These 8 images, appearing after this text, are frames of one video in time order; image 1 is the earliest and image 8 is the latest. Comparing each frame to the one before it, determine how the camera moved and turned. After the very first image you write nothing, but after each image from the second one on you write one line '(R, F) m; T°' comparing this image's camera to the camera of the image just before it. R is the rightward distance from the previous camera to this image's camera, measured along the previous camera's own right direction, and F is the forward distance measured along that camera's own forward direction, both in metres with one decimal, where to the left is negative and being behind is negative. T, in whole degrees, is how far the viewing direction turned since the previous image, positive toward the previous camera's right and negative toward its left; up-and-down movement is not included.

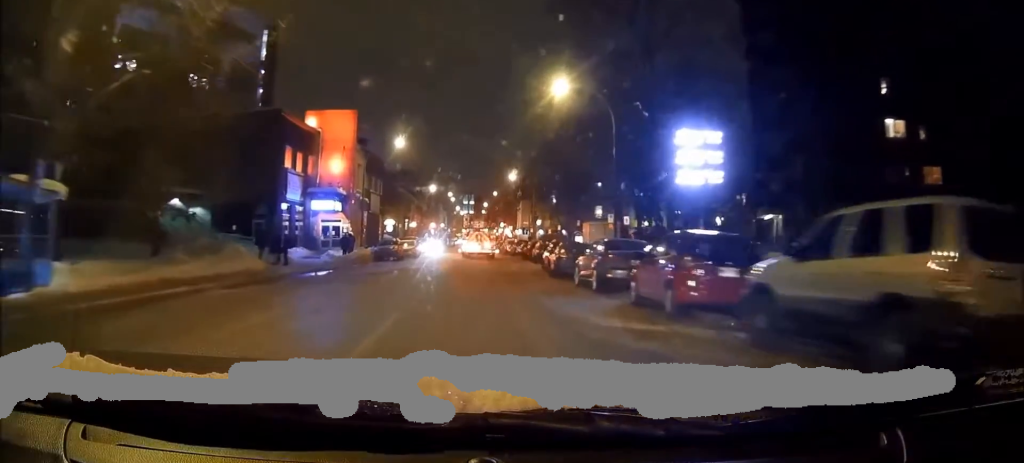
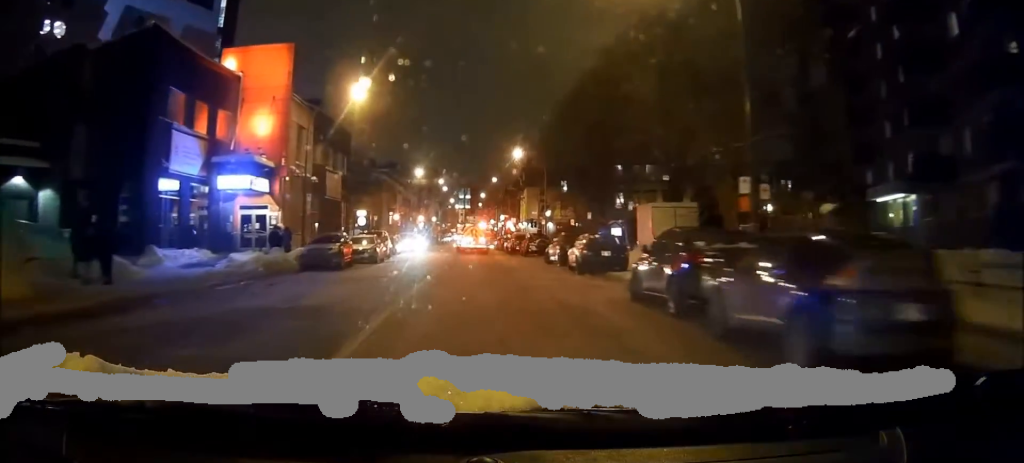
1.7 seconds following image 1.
(+0.1, +19.8) m; +1°
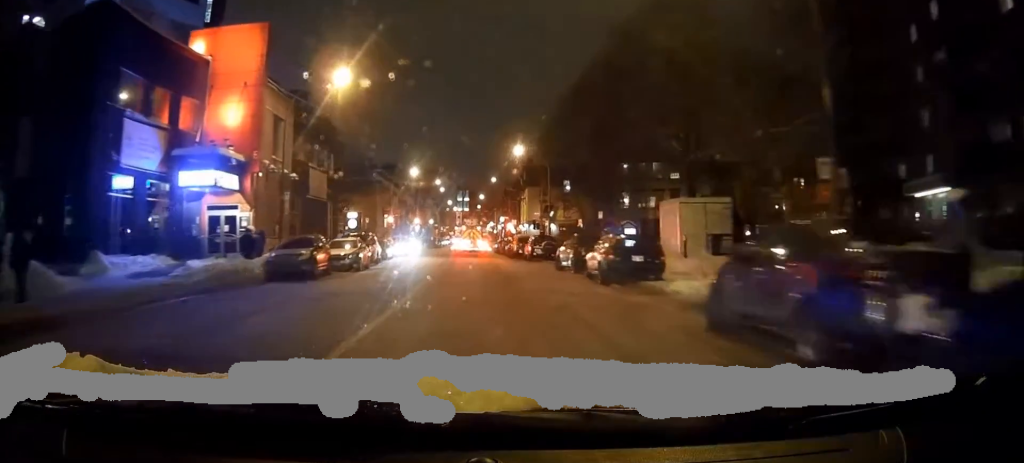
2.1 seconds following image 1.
(0.0, +4.9) m; 0°
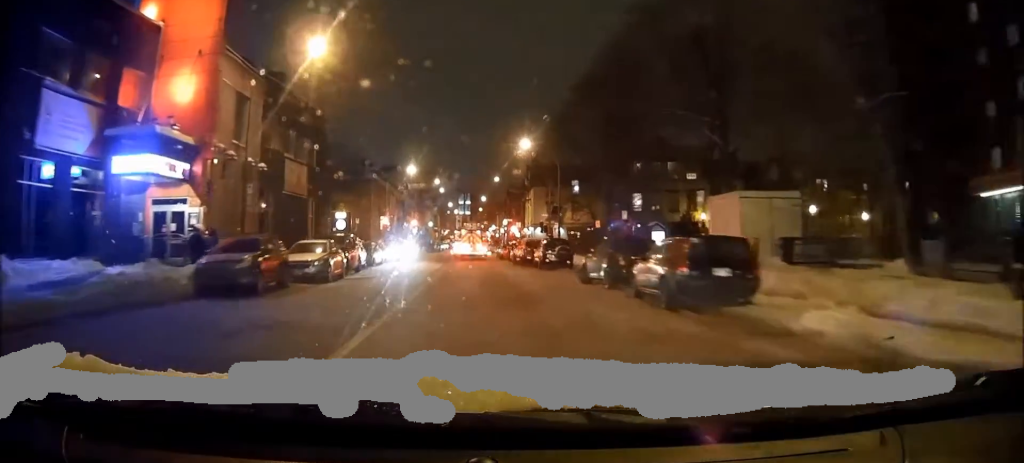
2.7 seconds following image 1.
(-0.1, +6.7) m; 0°
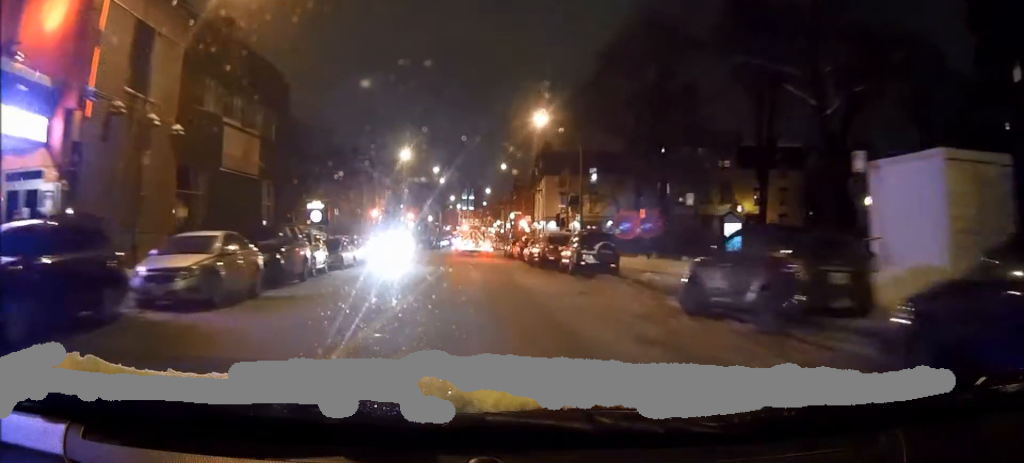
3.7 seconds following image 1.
(0.0, +10.9) m; 0°
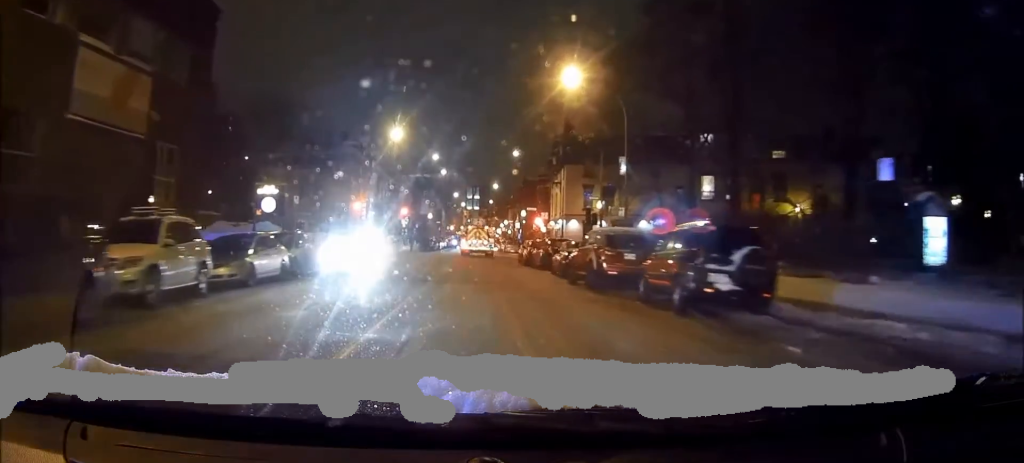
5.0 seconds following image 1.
(-0.1, +12.9) m; -1°
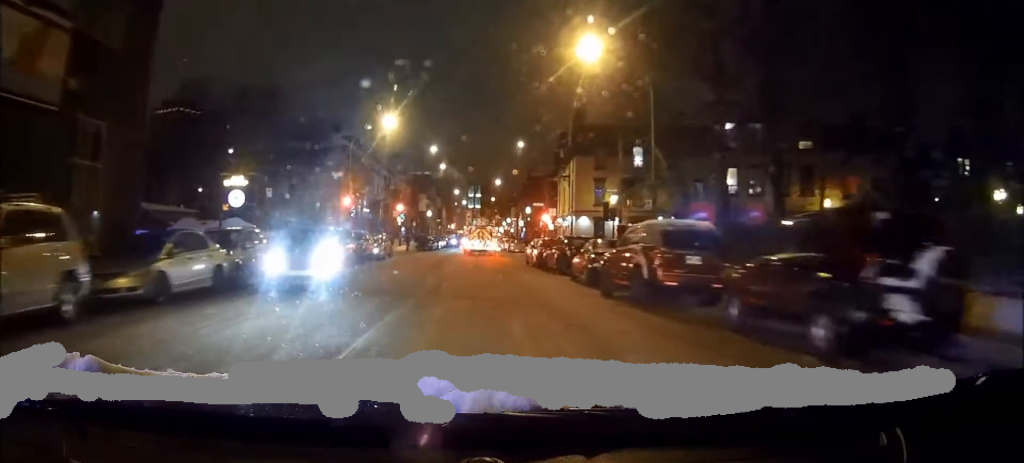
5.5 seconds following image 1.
(0.0, +5.2) m; 0°
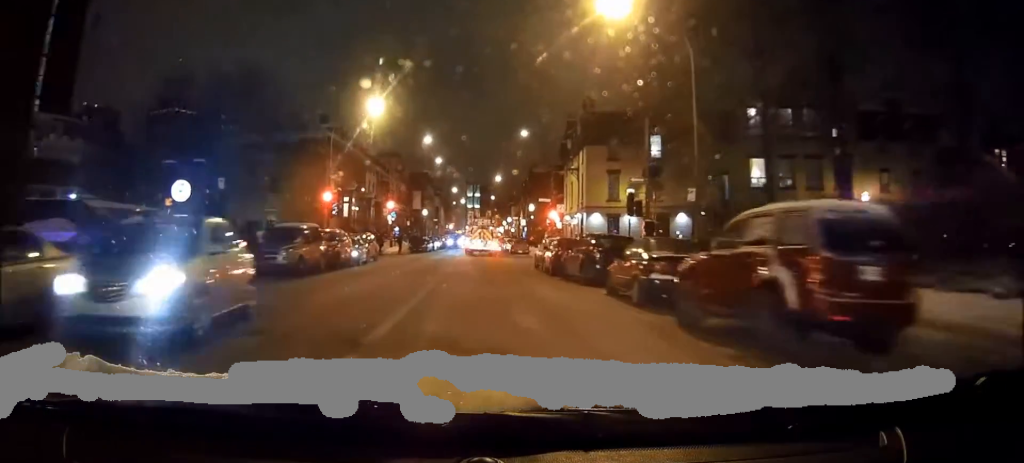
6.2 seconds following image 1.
(0.0, +6.4) m; 0°
